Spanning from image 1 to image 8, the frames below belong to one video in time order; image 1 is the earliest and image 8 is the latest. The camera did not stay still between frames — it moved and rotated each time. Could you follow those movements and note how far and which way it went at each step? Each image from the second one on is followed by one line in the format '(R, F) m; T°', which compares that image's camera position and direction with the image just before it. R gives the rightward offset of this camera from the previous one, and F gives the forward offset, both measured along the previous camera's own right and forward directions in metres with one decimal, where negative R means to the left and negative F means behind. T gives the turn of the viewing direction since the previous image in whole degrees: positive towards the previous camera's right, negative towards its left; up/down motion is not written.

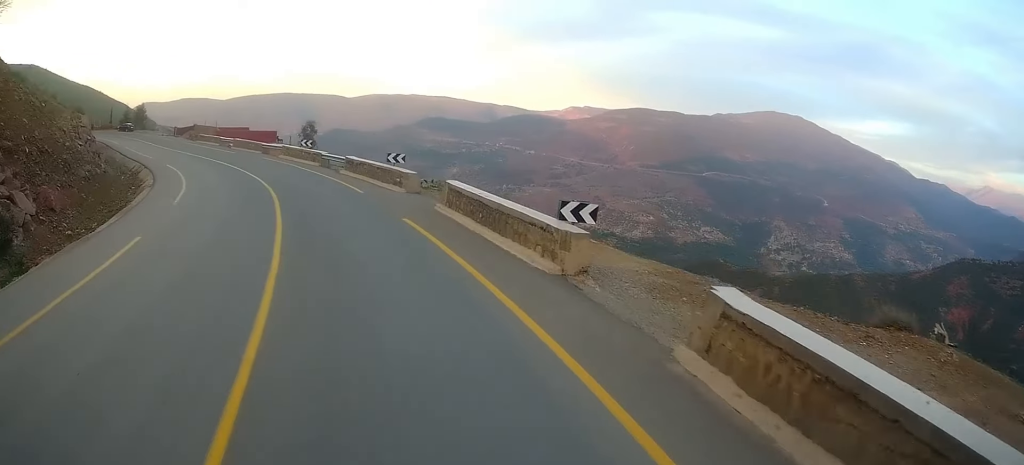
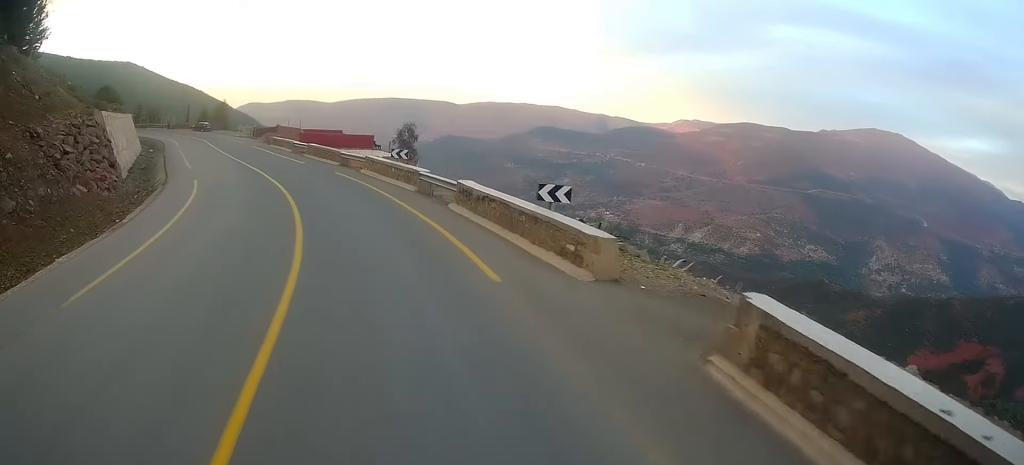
(-0.2, +12.4) m; -5°
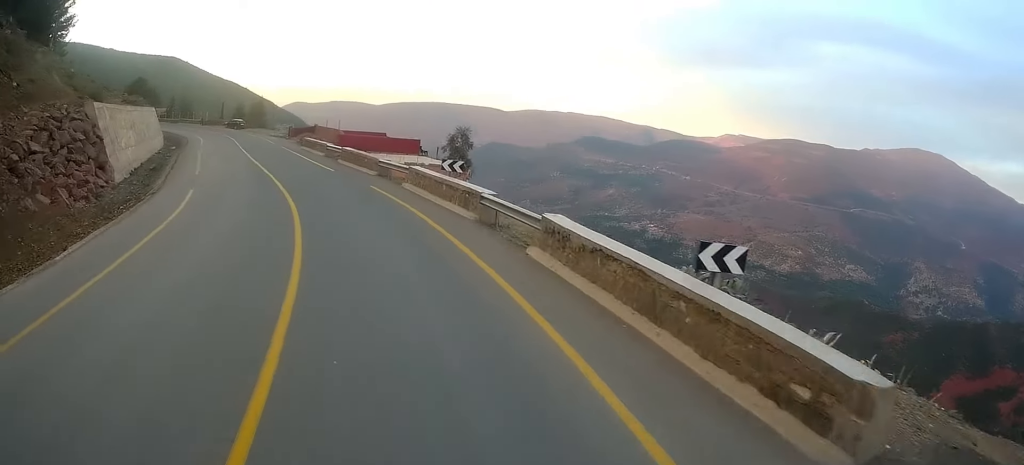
(-0.4, +6.1) m; -5°
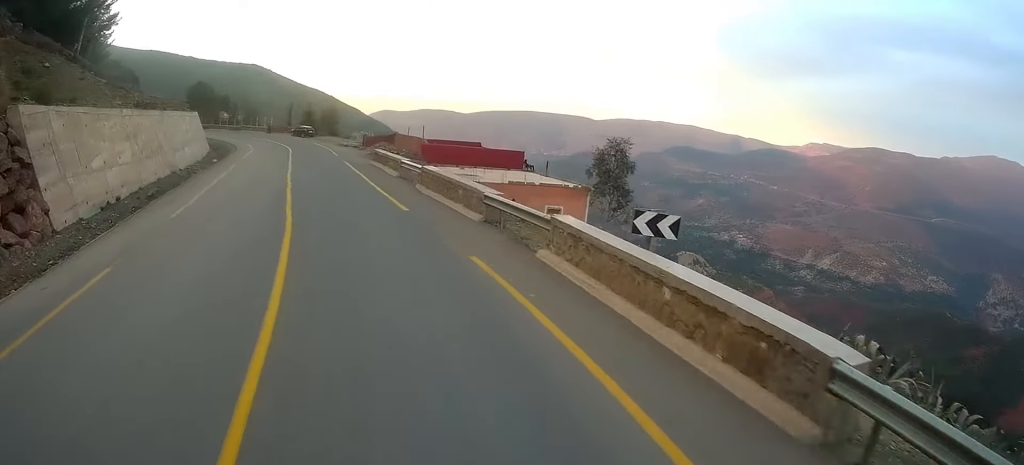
(-1.0, +12.2) m; -8°
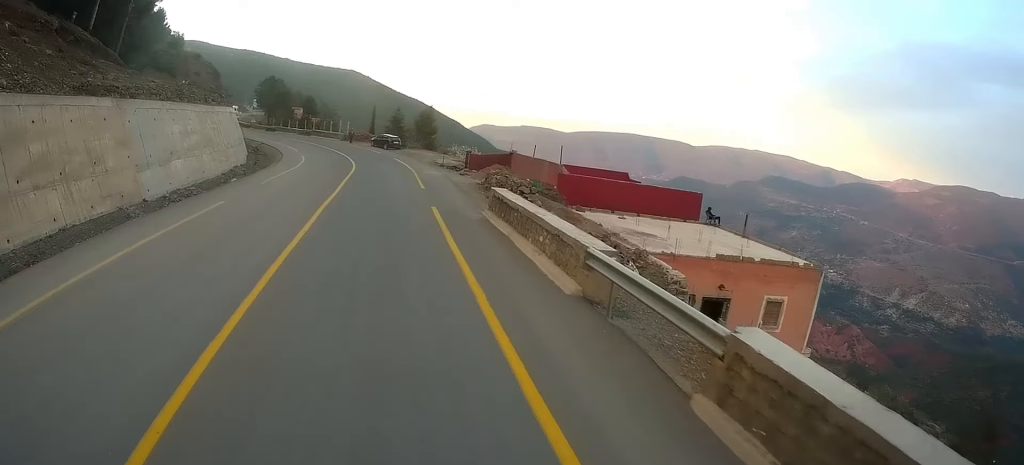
(-1.1, +18.1) m; -7°
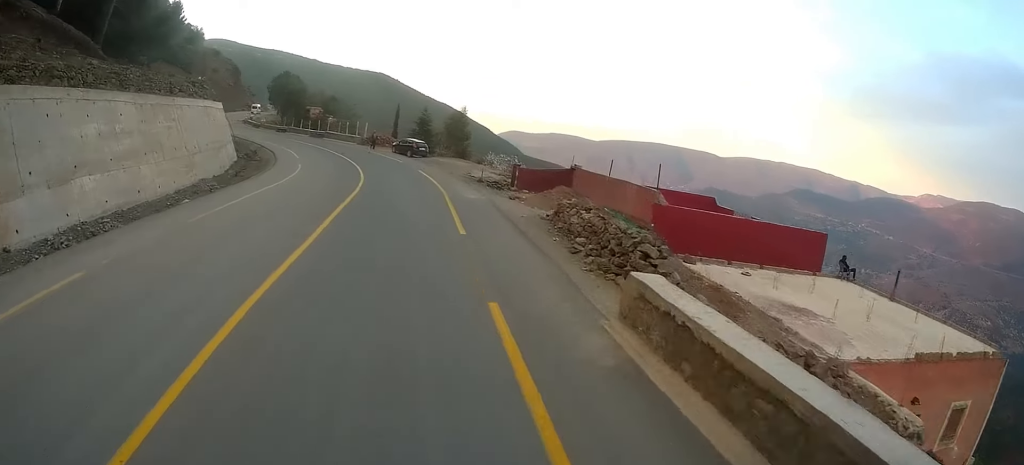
(-0.6, +10.4) m; -5°
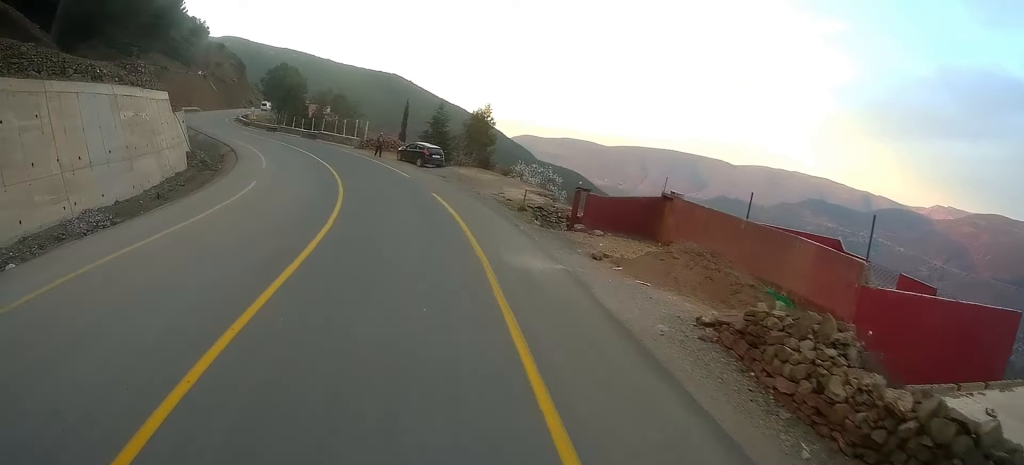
(-0.6, +11.6) m; -5°
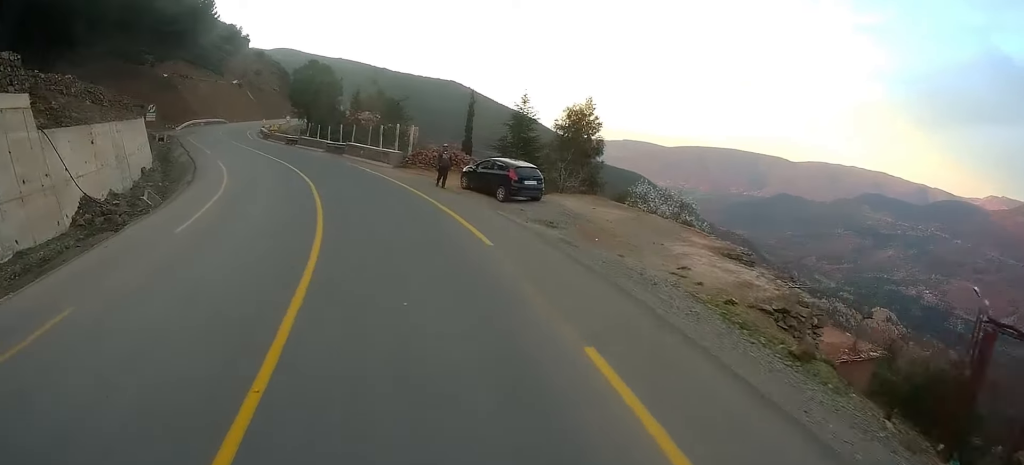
(-0.7, +16.7) m; -8°
